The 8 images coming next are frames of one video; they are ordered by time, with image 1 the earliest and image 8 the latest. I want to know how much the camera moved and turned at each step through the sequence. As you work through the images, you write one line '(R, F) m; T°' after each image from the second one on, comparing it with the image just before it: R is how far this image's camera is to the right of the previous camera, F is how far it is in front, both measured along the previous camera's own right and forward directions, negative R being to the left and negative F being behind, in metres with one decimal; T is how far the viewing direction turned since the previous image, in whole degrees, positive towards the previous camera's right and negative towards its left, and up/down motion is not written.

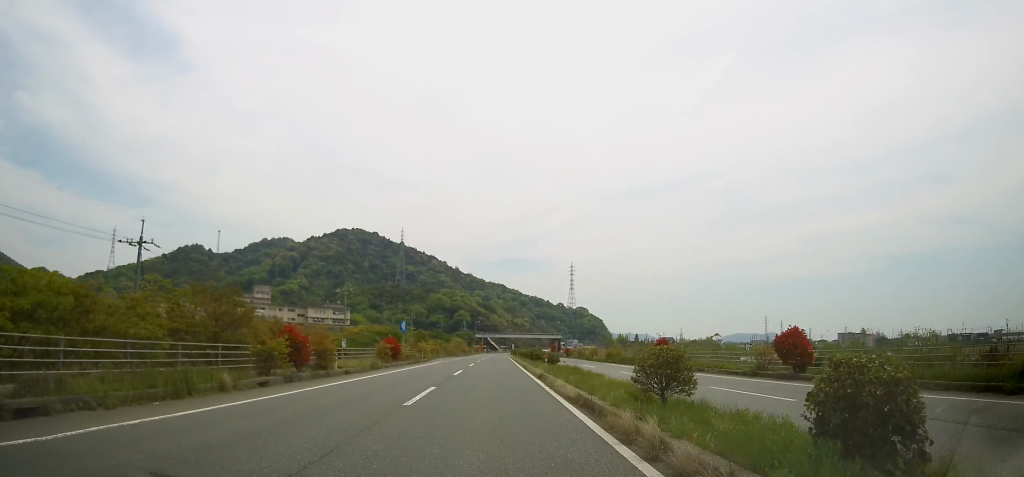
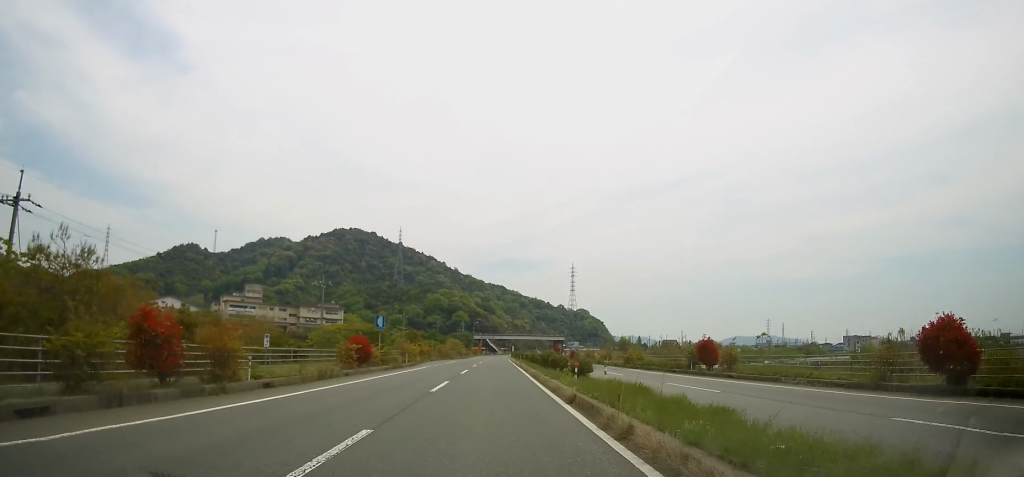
(-0.1, +9.8) m; 0°
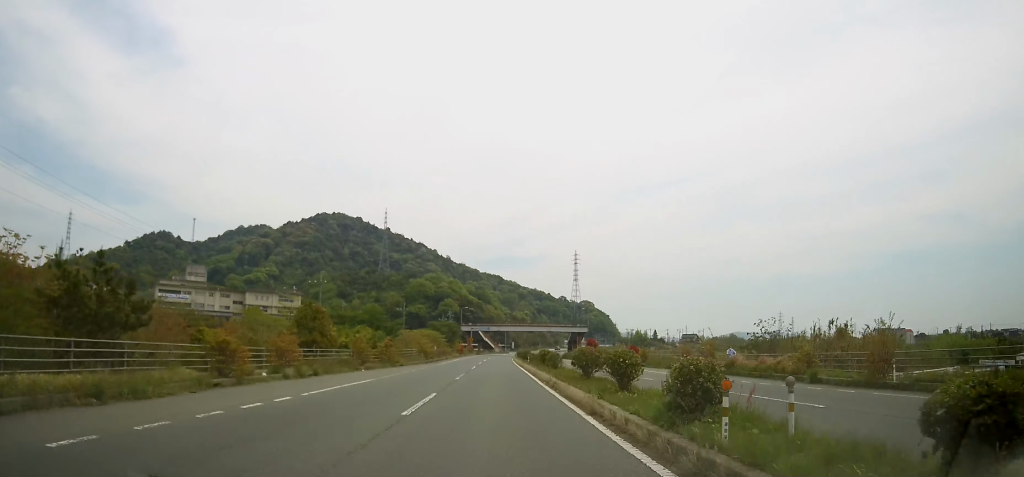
(+0.2, +51.0) m; 0°
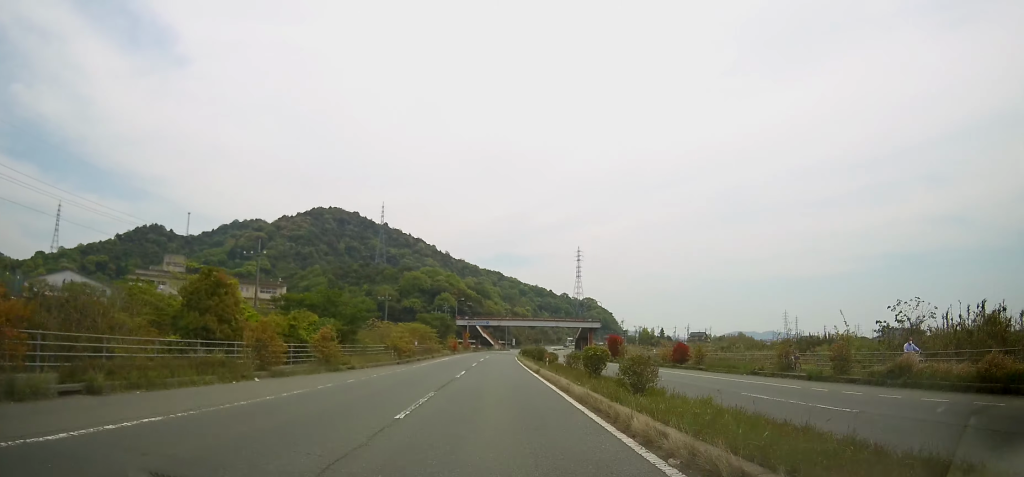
(+0.1, +16.1) m; 0°
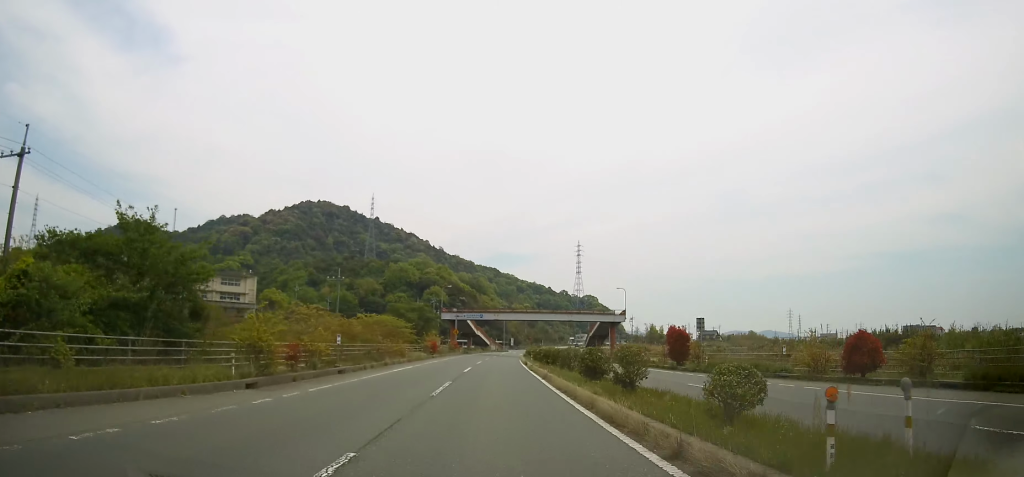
(-0.2, +24.5) m; 0°
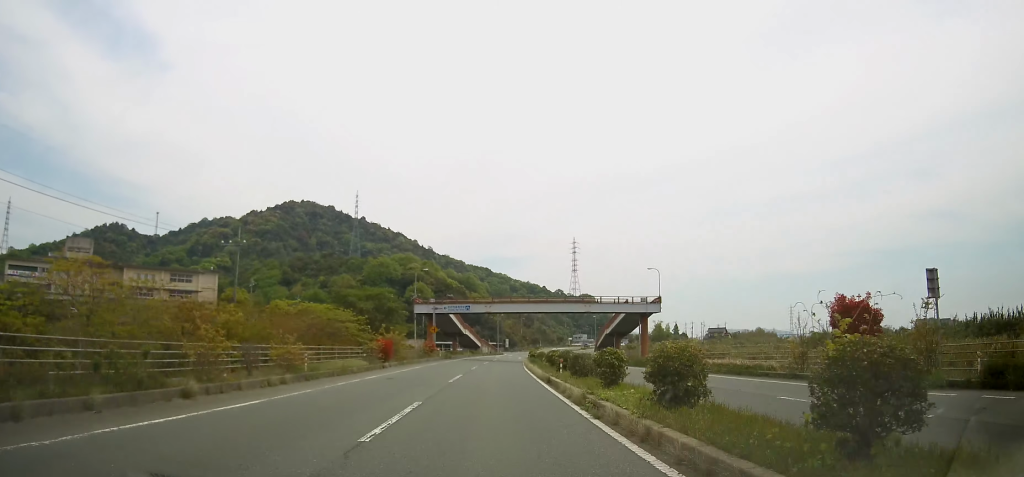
(+0.1, +23.2) m; 0°
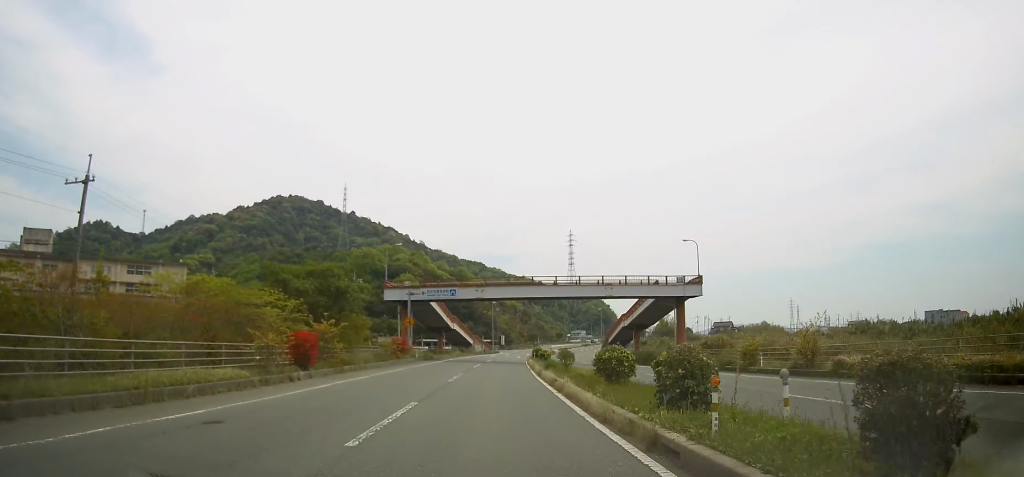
(0.0, +15.6) m; +1°
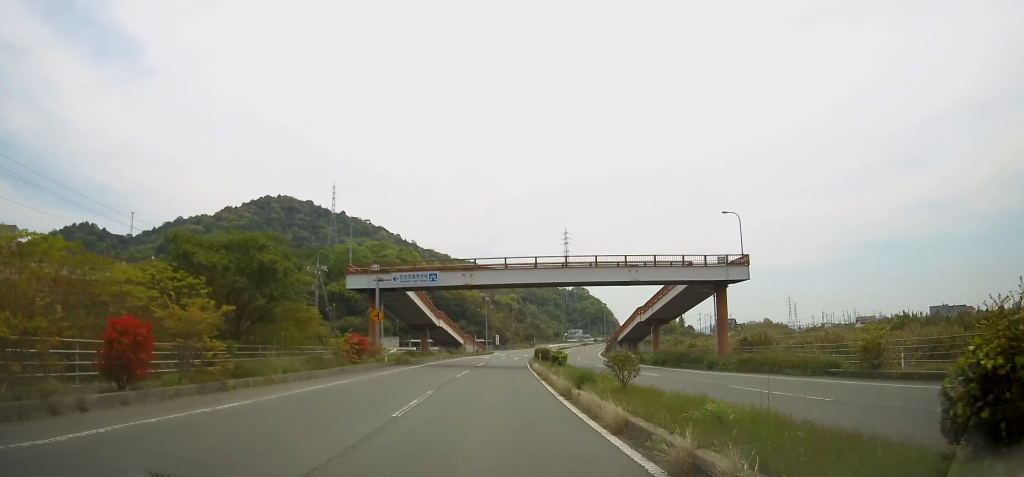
(+0.1, +11.5) m; +1°
